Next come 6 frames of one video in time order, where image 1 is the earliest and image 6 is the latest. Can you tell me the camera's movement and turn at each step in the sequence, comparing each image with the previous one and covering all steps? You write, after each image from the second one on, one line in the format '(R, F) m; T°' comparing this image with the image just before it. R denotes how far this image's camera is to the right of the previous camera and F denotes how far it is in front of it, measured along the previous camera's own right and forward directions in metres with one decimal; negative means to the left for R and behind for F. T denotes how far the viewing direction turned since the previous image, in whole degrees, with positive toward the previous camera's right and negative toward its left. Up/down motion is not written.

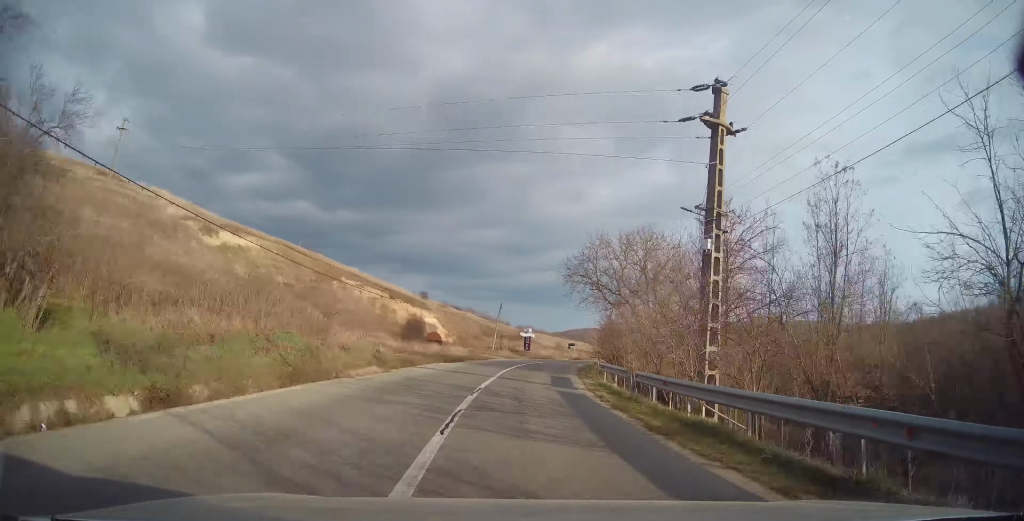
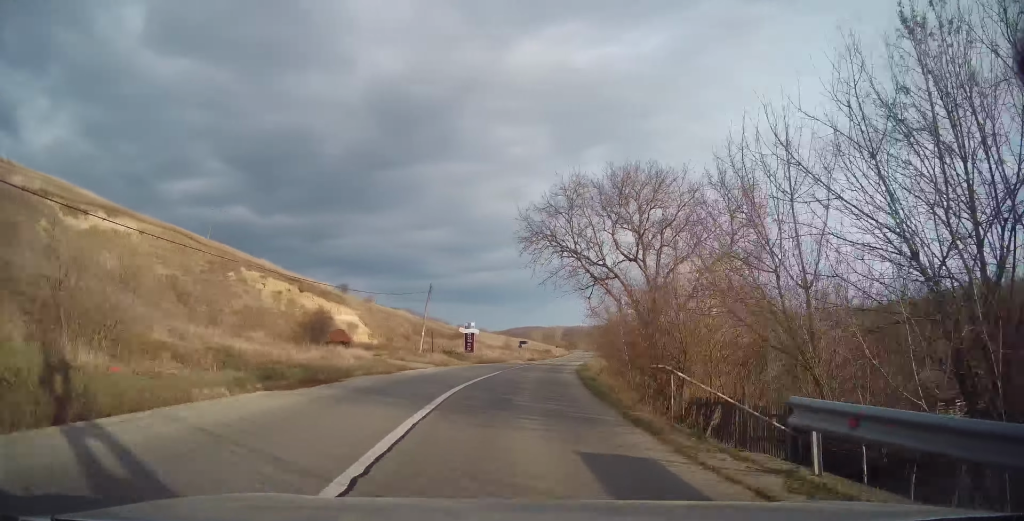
(+0.4, +17.4) m; +5°
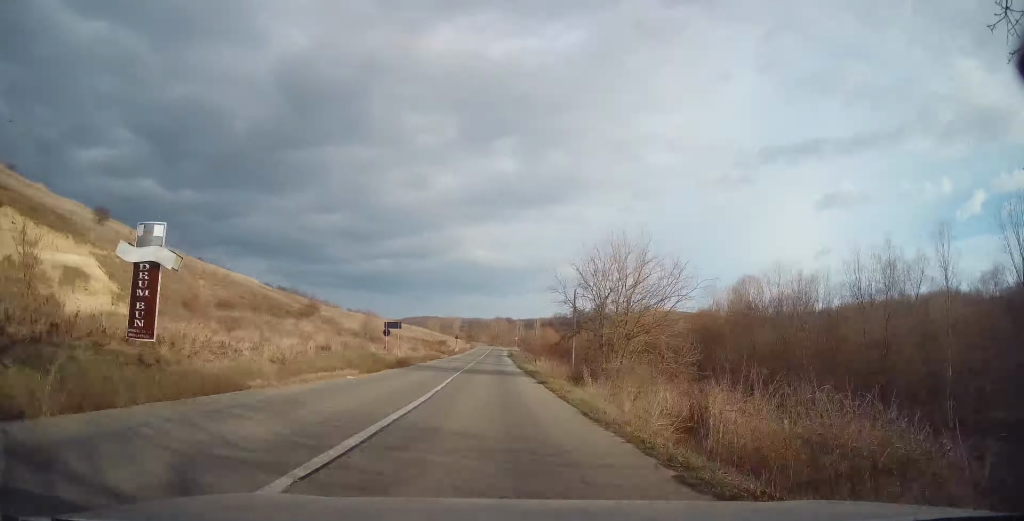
(+3.6, +39.8) m; +8°
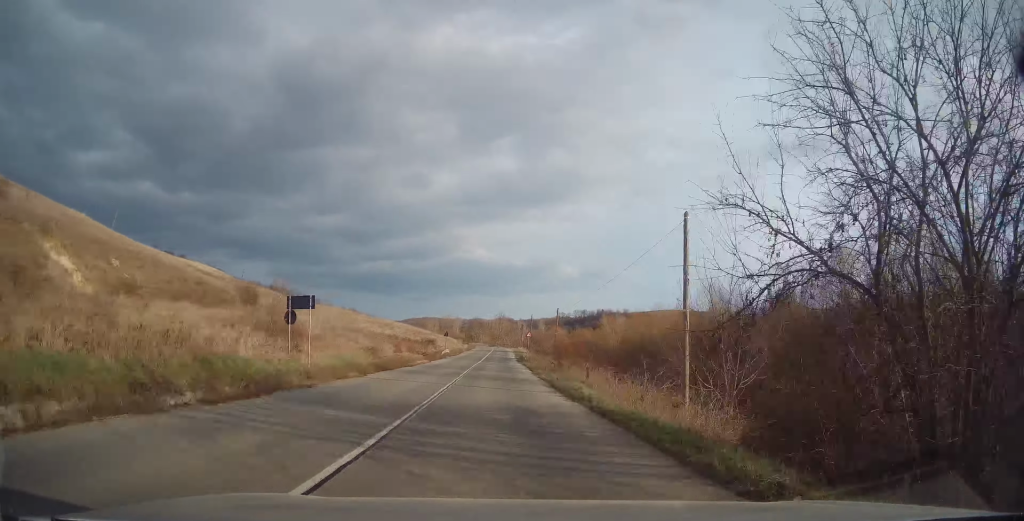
(+0.7, +20.3) m; +3°
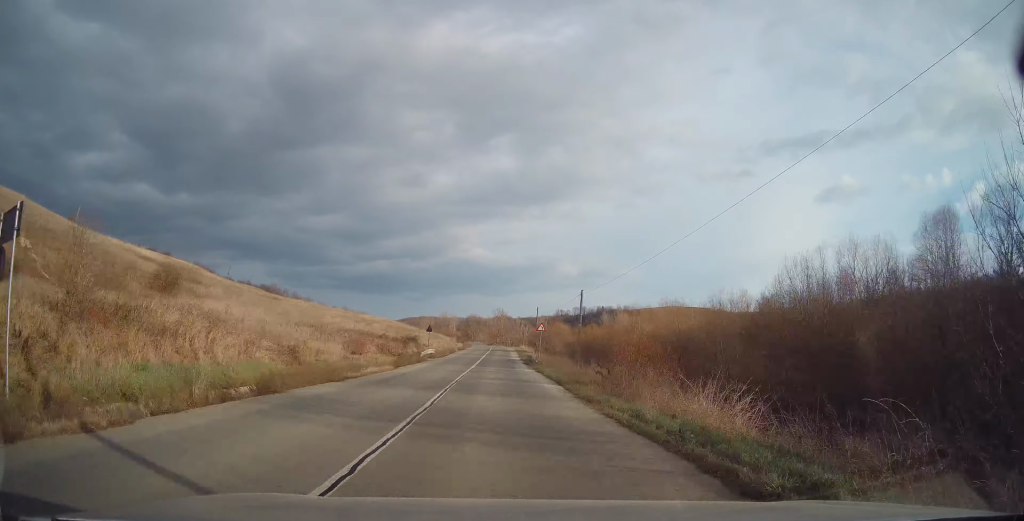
(+0.3, +13.8) m; 0°
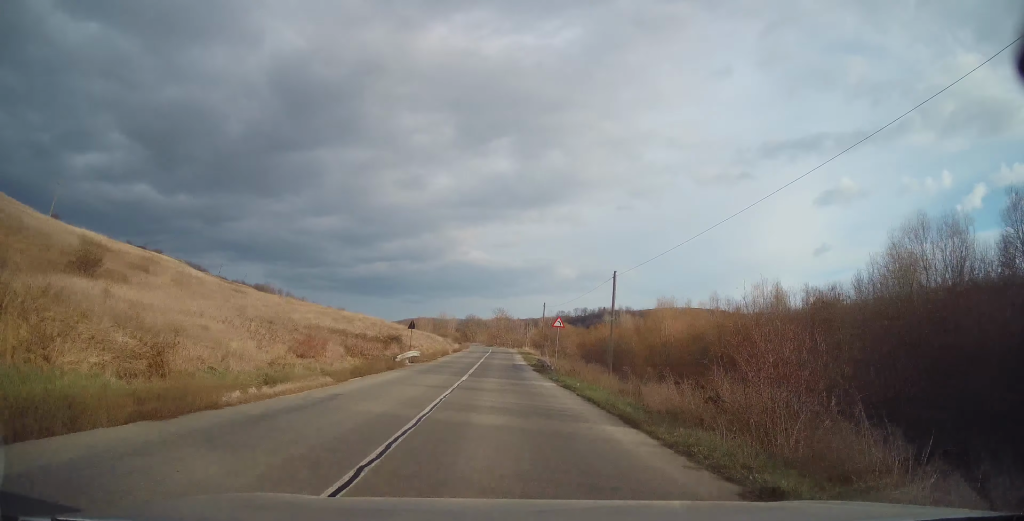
(-0.1, +9.1) m; -1°
